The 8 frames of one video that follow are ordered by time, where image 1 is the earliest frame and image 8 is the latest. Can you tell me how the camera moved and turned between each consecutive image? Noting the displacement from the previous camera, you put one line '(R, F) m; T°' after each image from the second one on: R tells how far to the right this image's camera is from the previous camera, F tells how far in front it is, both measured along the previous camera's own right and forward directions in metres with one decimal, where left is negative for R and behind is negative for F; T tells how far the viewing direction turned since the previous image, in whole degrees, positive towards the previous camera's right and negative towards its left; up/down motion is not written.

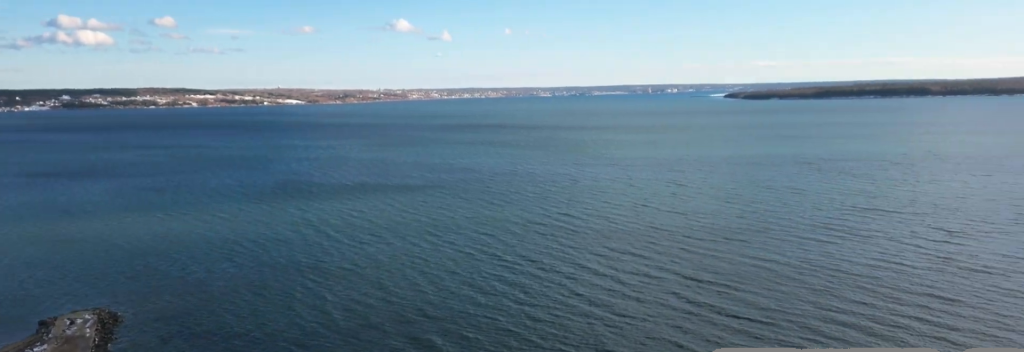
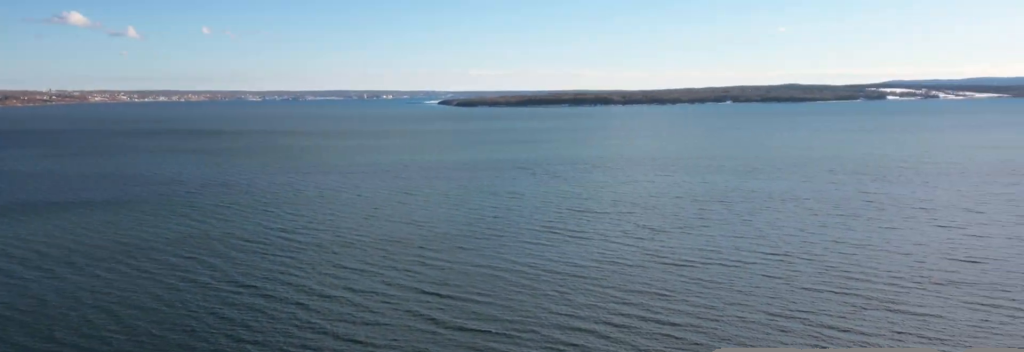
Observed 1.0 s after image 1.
(+1.6, +11.5) m; +15°
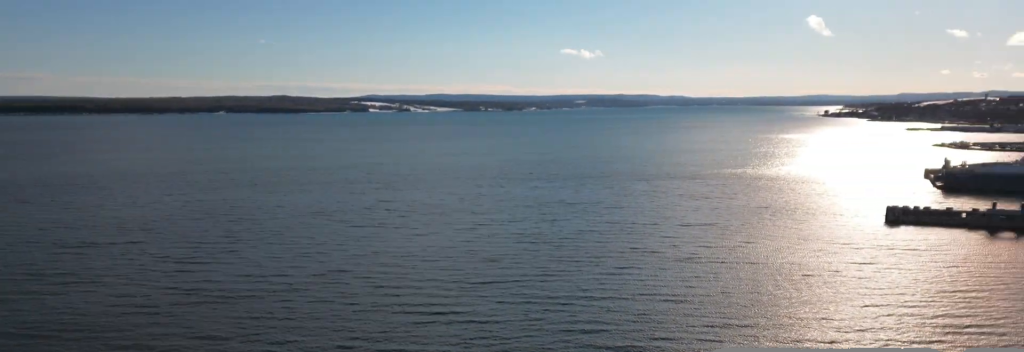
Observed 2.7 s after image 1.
(+3.6, +17.8) m; +22°
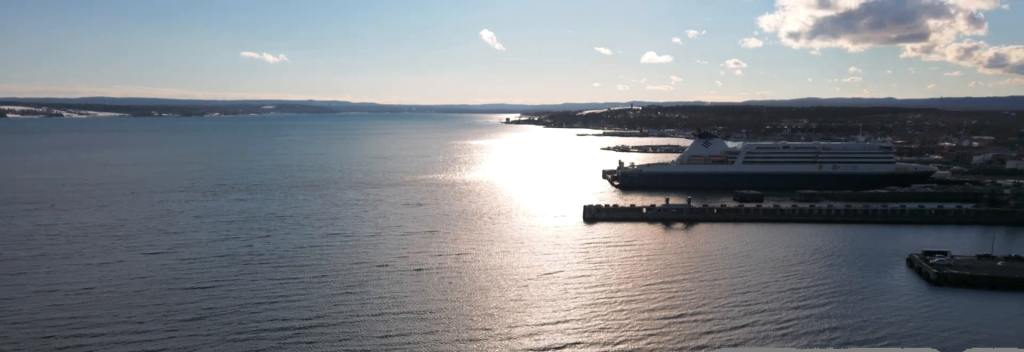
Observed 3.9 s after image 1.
(+1.3, +11.7) m; +11°
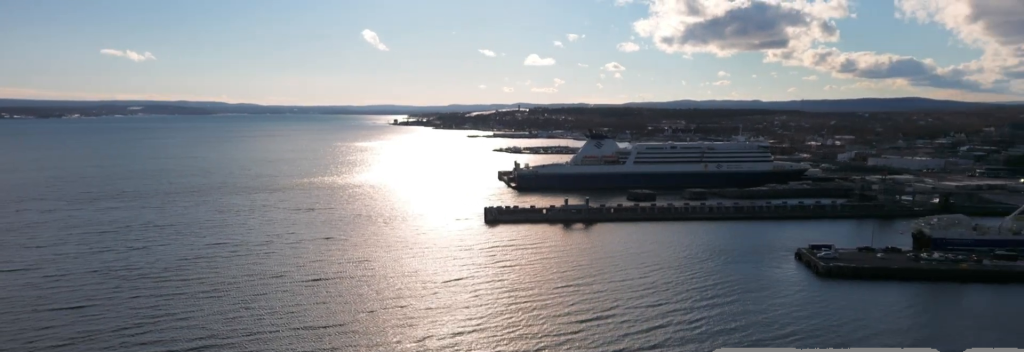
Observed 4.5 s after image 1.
(+0.5, +6.3) m; +3°
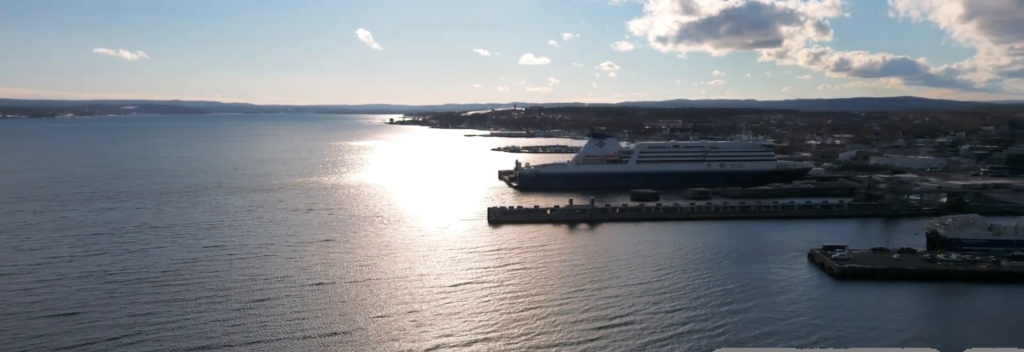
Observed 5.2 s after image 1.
(+0.1, +6.4) m; +1°
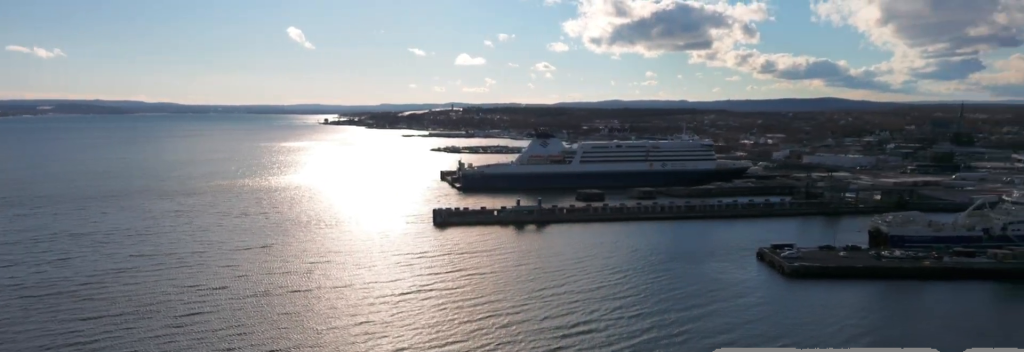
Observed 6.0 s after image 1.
(0.0, +7.4) m; +2°
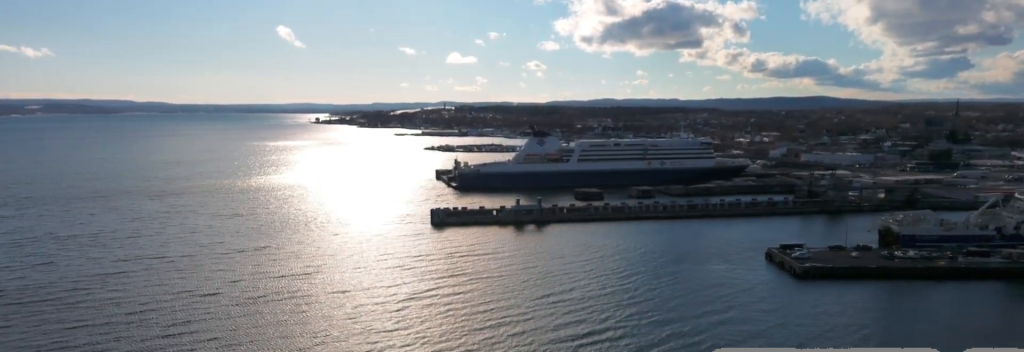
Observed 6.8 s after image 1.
(+0.1, +7.0) m; +3°
